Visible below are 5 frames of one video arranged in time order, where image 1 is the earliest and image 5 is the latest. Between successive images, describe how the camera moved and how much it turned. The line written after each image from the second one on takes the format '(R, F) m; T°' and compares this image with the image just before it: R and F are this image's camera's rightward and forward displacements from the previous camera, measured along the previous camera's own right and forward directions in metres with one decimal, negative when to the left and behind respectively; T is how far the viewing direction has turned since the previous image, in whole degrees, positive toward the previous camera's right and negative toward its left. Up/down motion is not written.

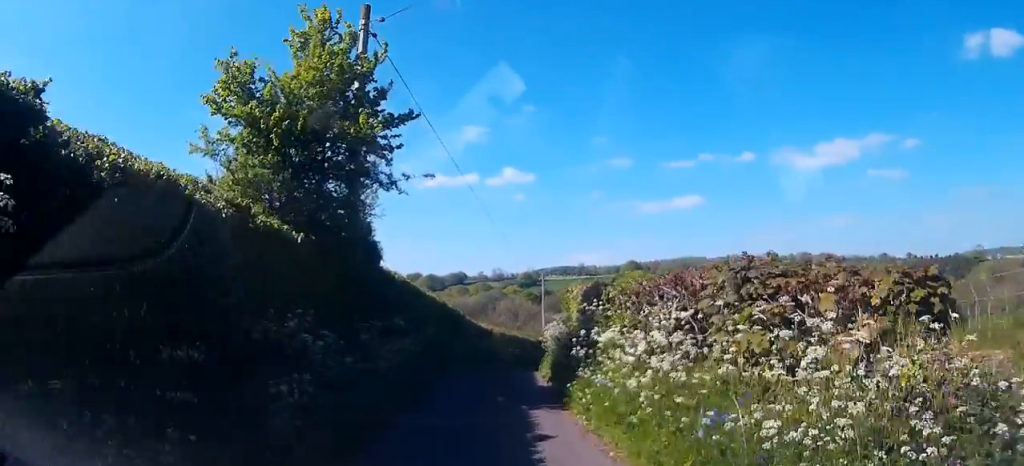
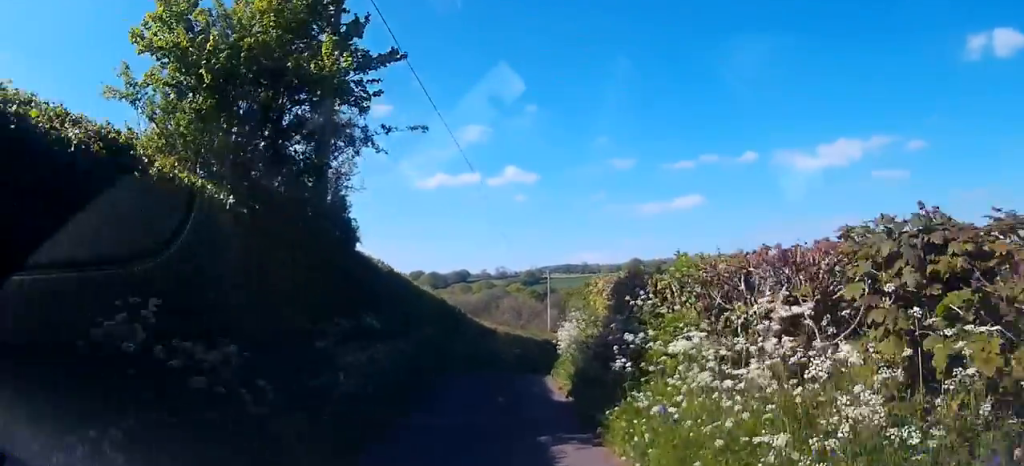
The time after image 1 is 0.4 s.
(+0.1, +2.7) m; 0°
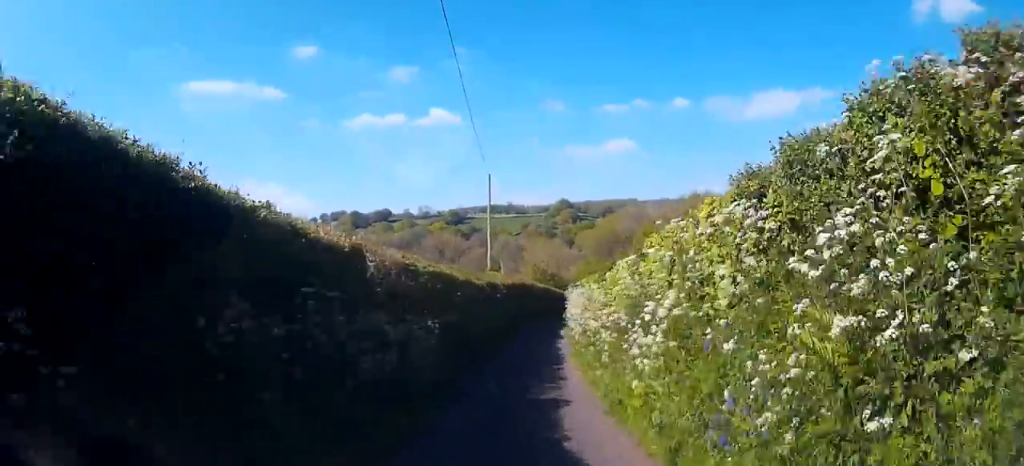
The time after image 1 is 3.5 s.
(-0.4, +23.7) m; +1°
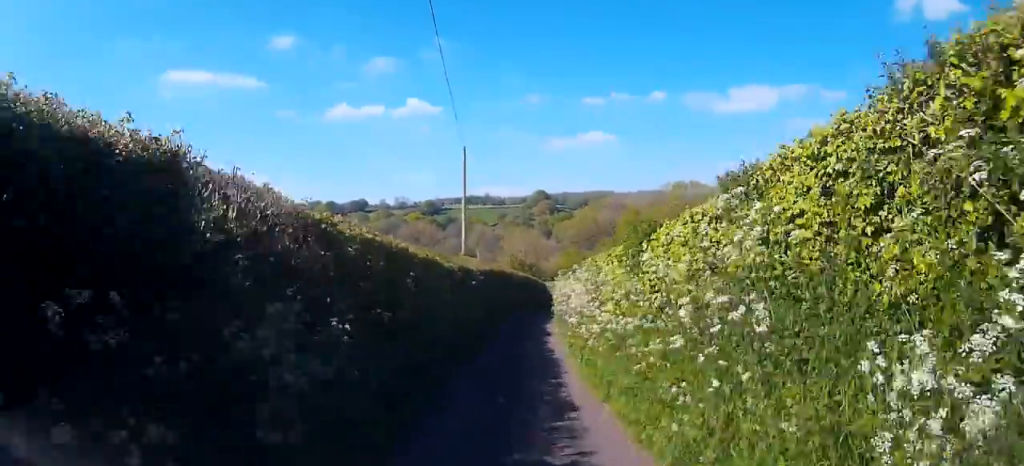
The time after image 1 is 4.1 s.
(+0.1, +4.9) m; +1°
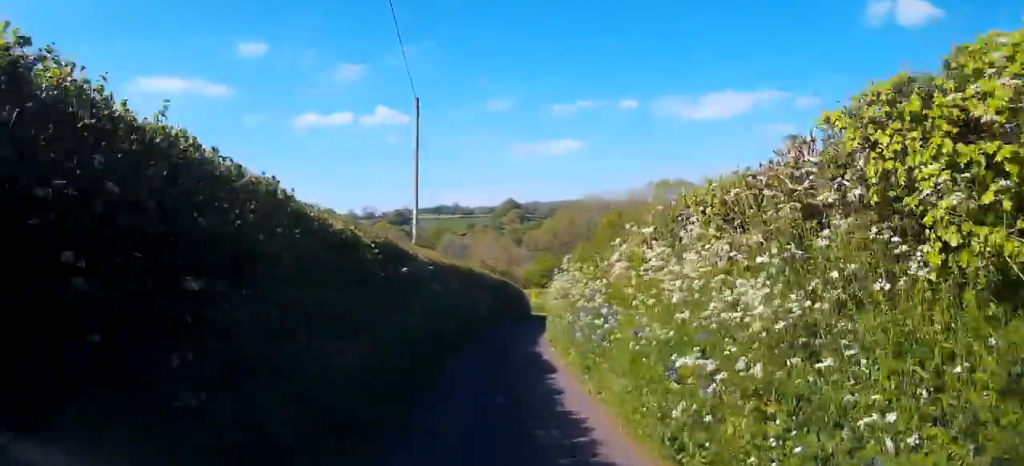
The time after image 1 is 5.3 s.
(+0.1, +9.8) m; +1°
